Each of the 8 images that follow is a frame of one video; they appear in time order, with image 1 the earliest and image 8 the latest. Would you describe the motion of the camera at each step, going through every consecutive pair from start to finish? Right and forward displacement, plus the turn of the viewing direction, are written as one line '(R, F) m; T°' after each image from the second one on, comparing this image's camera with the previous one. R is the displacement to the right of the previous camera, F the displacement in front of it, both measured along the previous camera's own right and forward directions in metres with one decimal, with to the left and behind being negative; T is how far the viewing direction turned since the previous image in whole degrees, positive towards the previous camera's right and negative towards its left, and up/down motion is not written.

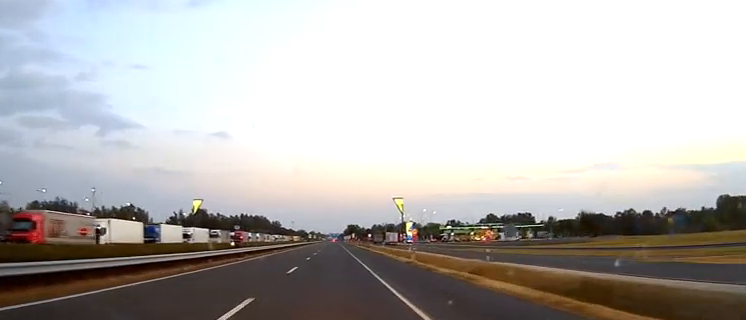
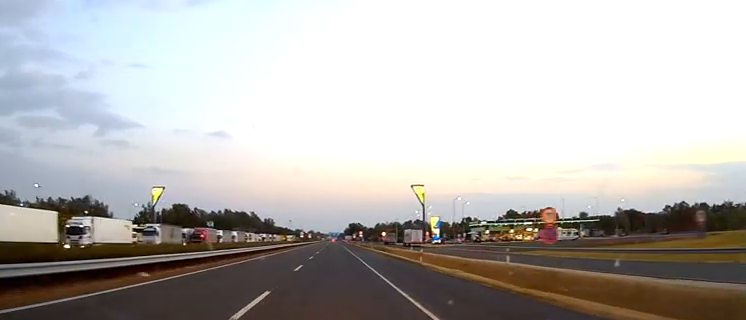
(+0.1, +52.5) m; 0°
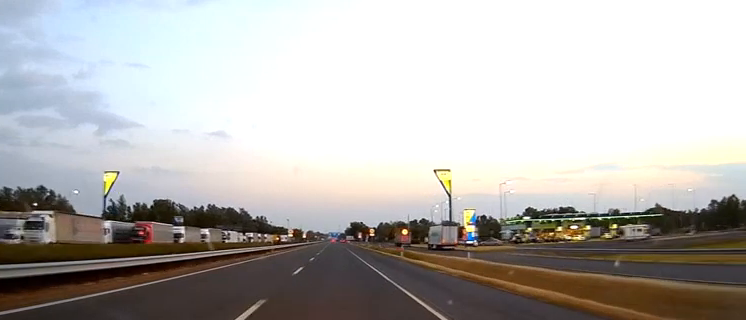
(0.0, +38.8) m; 0°
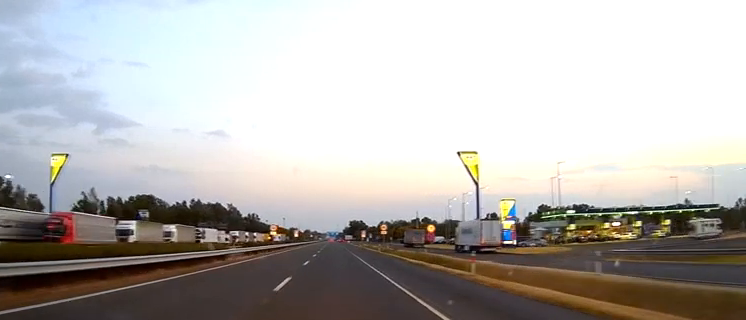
(0.0, +26.8) m; 0°
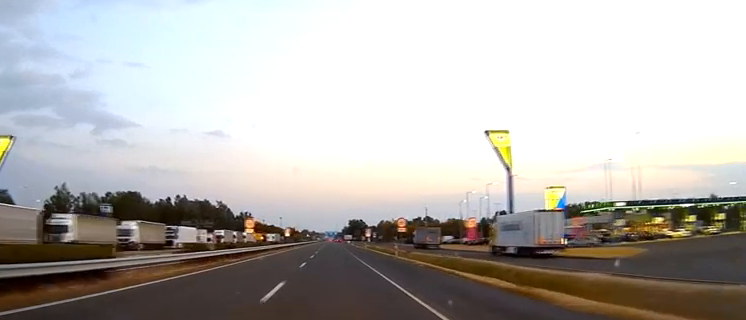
(0.0, +20.8) m; 0°
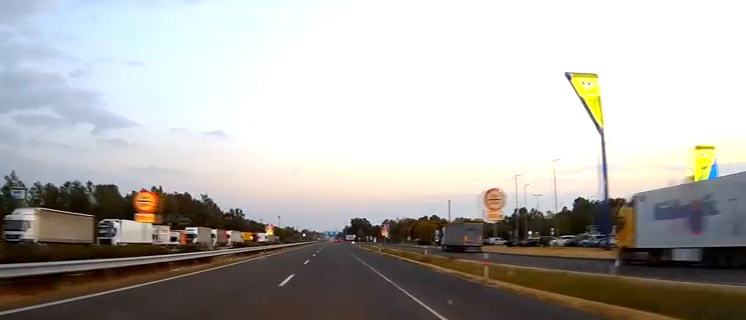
(0.0, +31.2) m; 0°
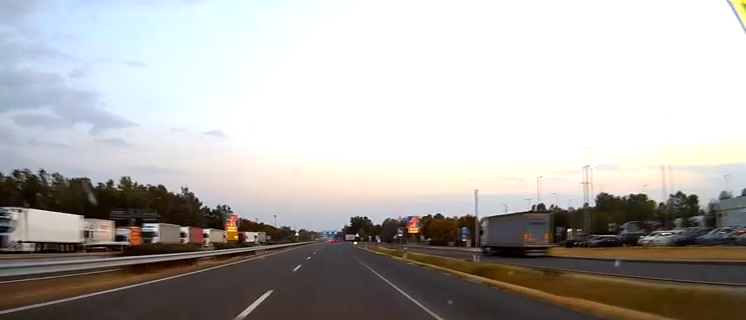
(+0.1, +26.7) m; 0°
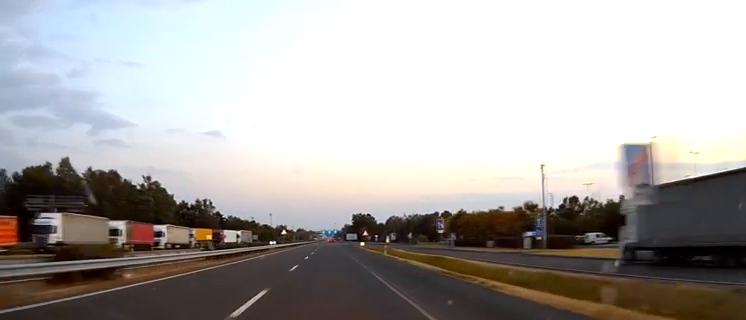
(0.0, +35.6) m; 0°
